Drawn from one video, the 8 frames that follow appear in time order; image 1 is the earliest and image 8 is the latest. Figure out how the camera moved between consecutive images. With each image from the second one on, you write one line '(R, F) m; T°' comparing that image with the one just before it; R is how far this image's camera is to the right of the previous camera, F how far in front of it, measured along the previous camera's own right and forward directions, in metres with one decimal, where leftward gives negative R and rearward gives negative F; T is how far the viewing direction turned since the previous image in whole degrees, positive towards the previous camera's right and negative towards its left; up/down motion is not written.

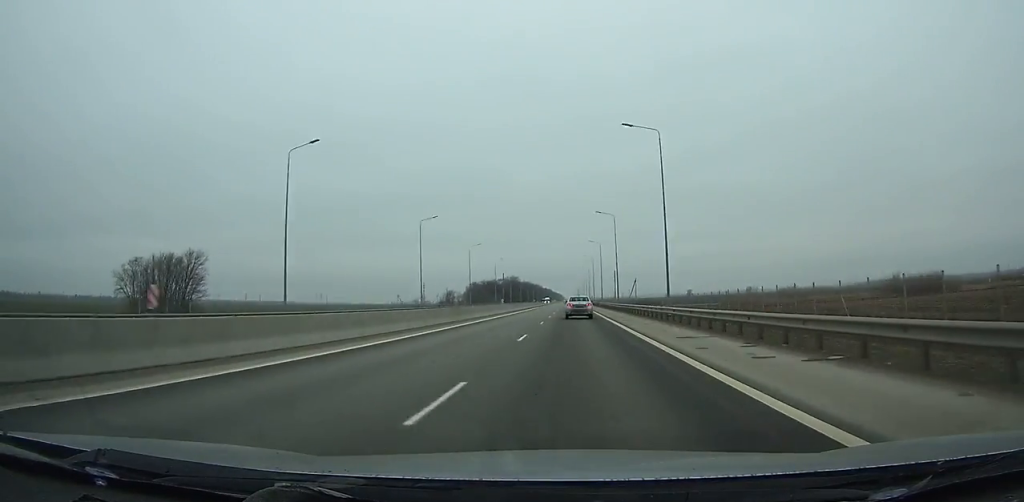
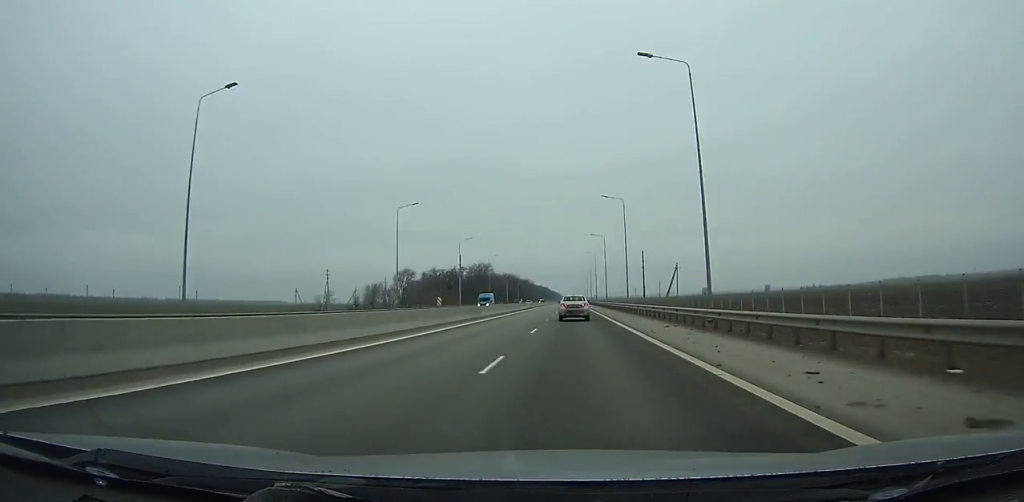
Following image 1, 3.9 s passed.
(+0.1, +127.0) m; 0°
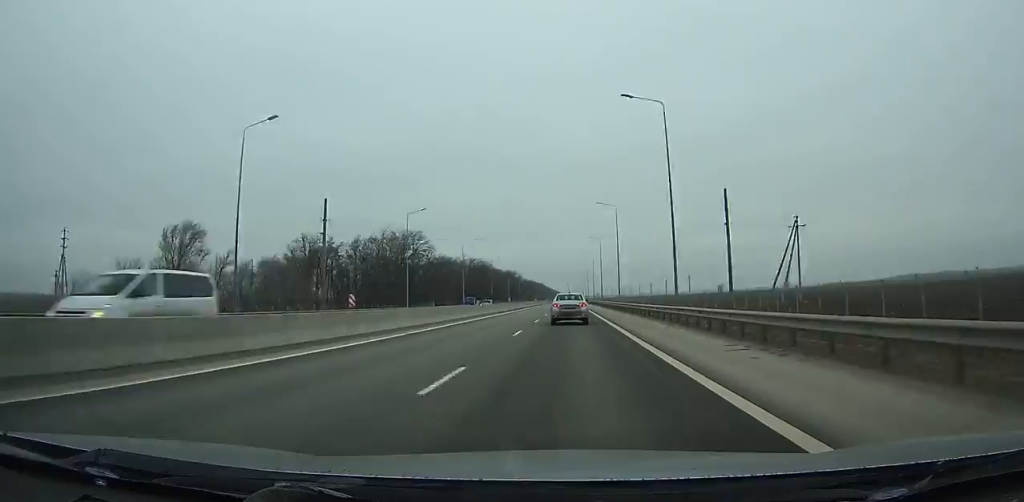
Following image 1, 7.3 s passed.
(+0.2, +109.0) m; 0°
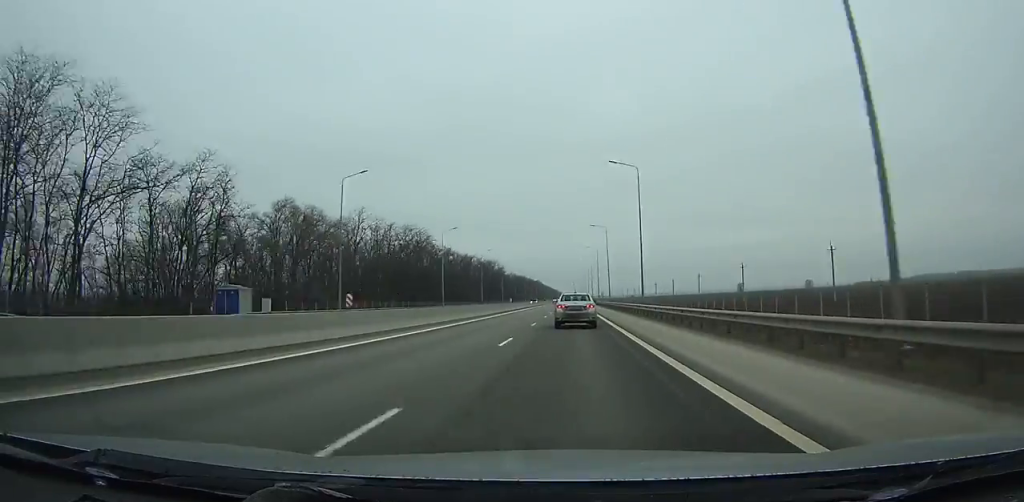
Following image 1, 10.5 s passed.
(-0.3, +100.6) m; 0°
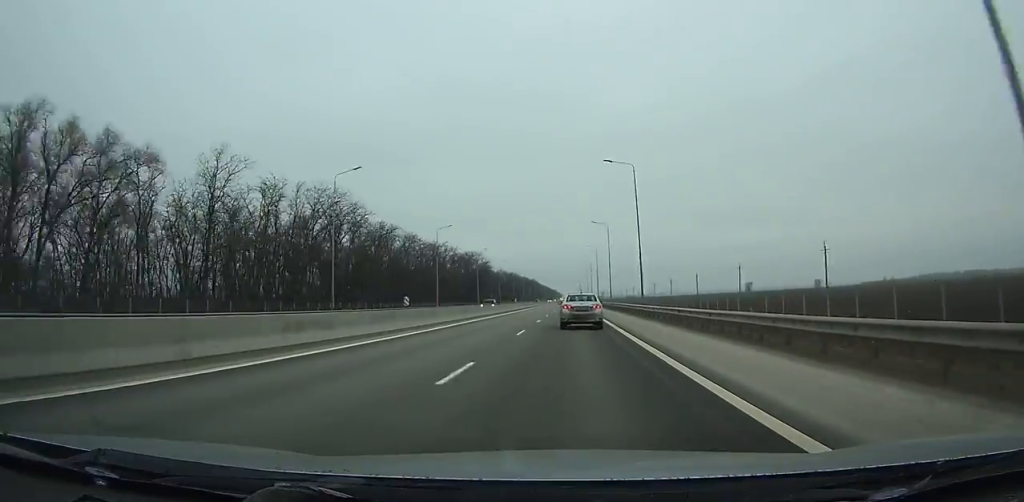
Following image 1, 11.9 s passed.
(-0.1, +43.6) m; 0°
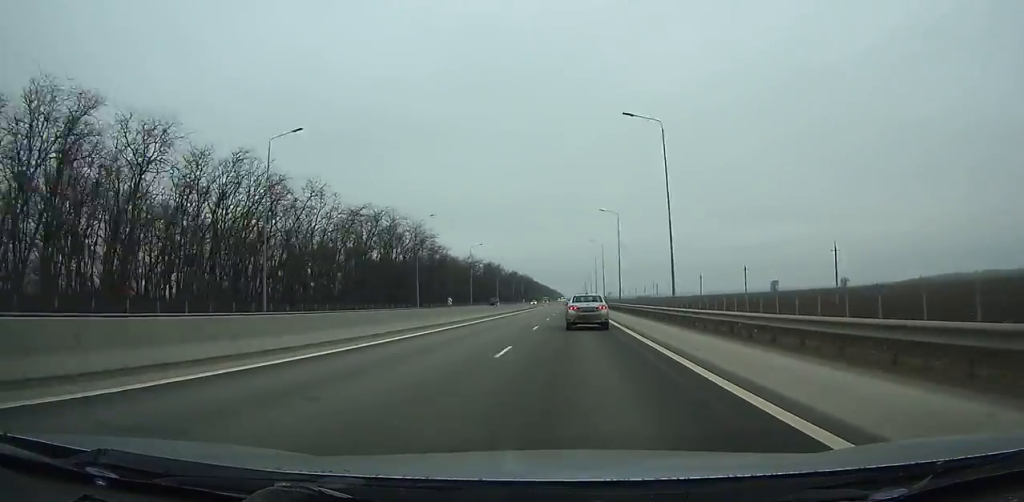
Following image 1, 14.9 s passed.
(+0.1, +93.2) m; 0°
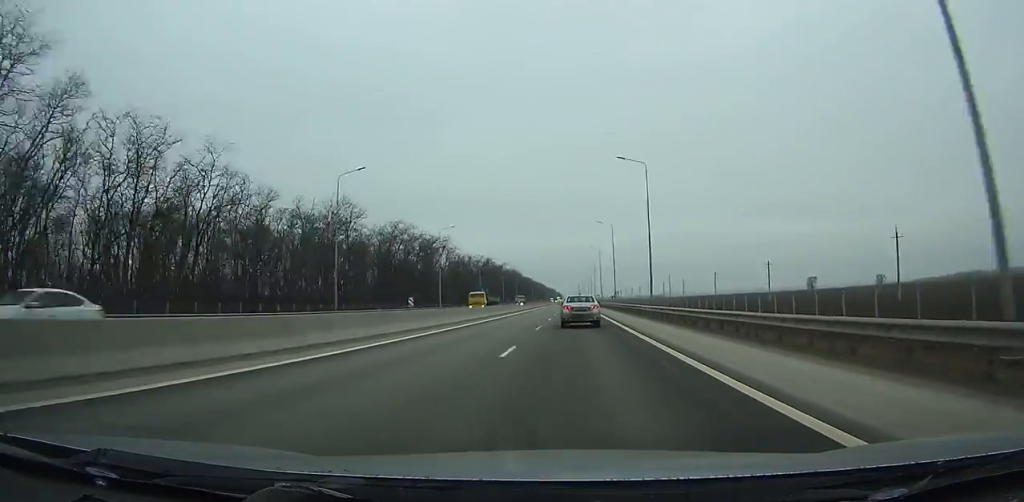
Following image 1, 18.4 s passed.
(+0.1, +109.2) m; 0°
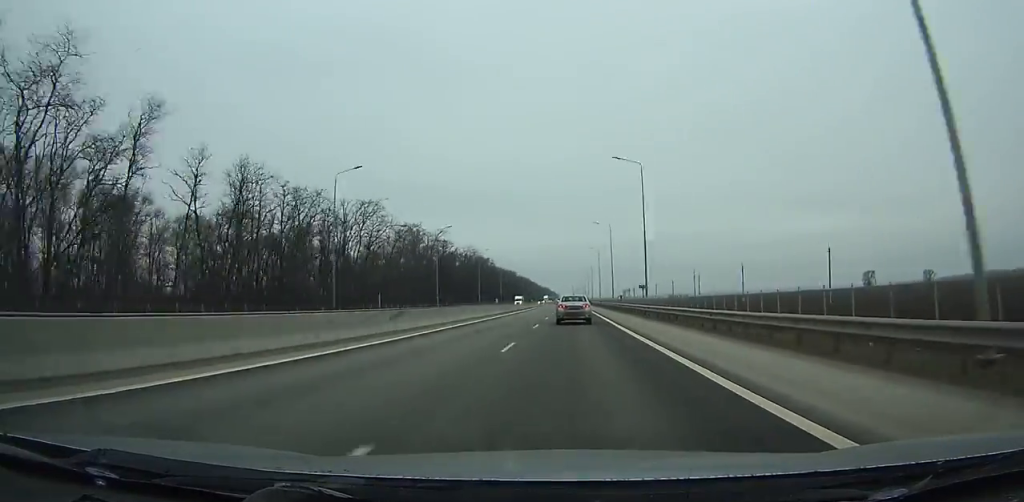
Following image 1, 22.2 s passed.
(+0.2, +119.9) m; 0°
